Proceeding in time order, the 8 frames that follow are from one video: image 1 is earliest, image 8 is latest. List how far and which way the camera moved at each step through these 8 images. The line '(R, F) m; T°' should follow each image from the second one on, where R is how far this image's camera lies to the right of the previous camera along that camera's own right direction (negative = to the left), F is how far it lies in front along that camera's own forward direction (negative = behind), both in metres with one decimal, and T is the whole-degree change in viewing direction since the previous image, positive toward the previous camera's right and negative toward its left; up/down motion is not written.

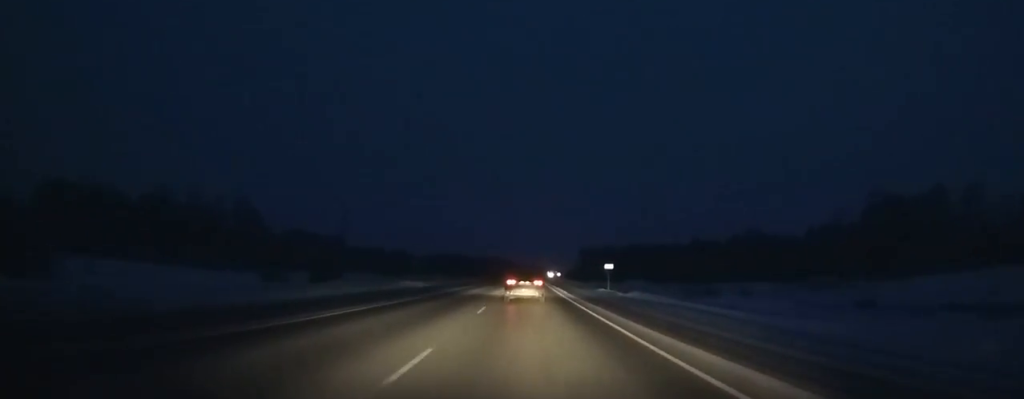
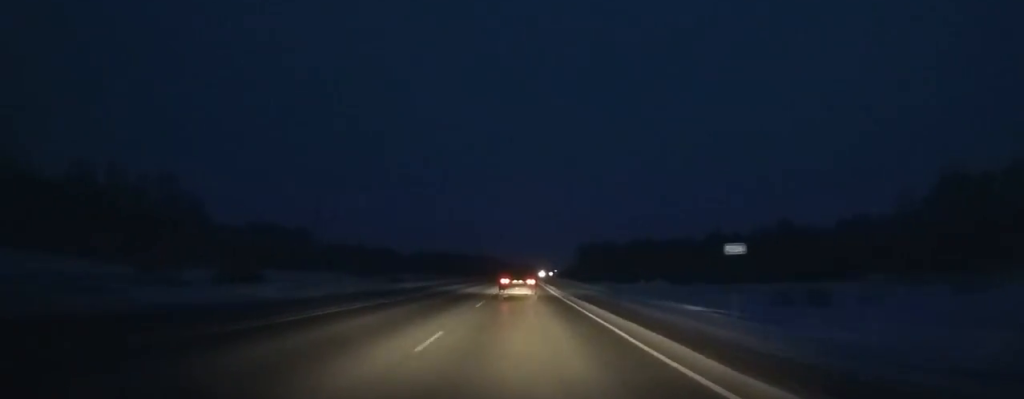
(+0.1, +33.1) m; 0°
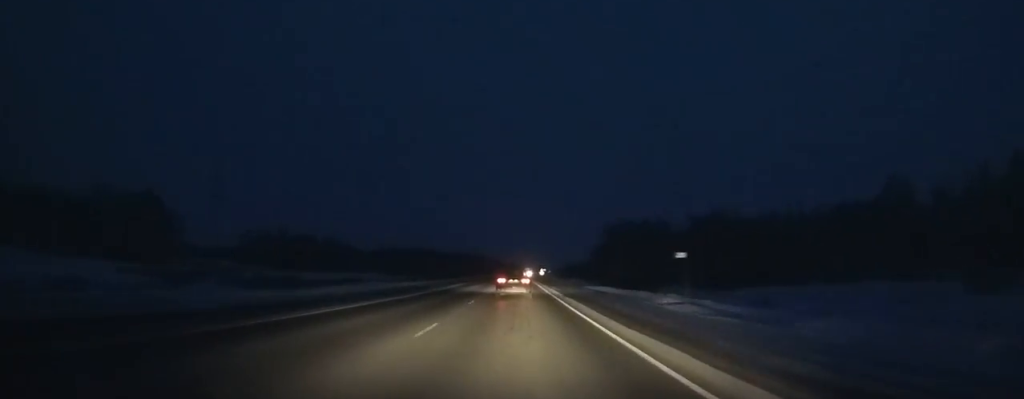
(+0.9, +103.2) m; +1°
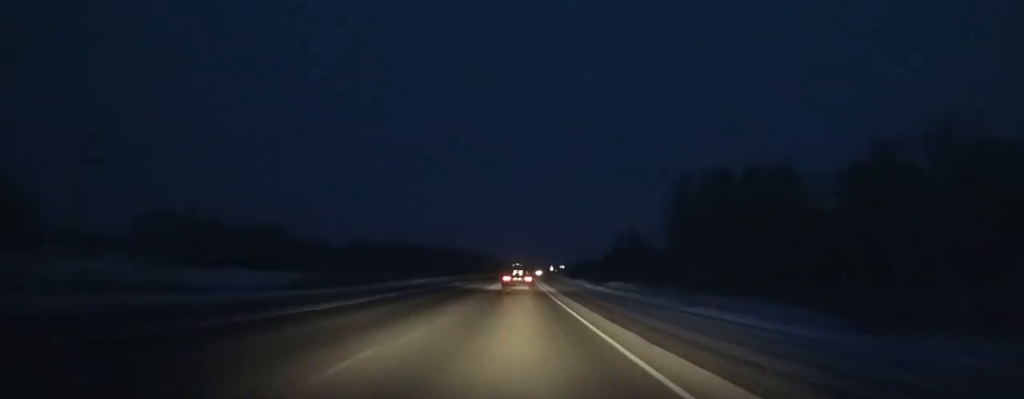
(0.0, +73.8) m; 0°
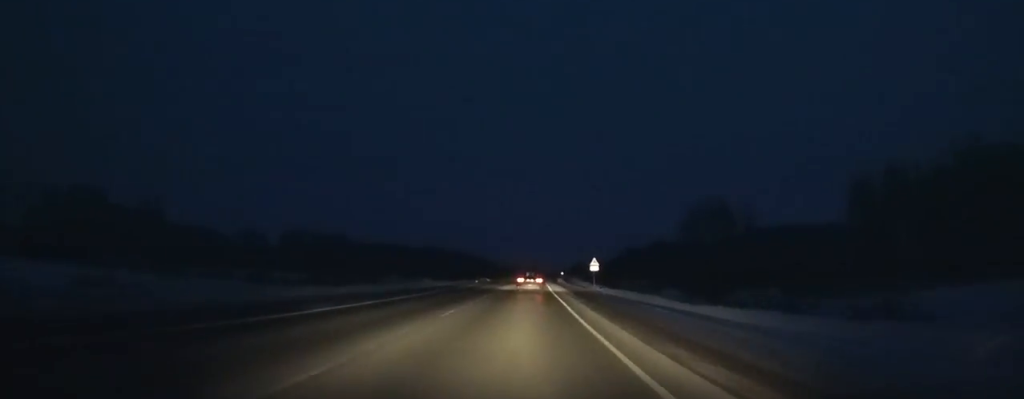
(+0.9, +98.0) m; +1°
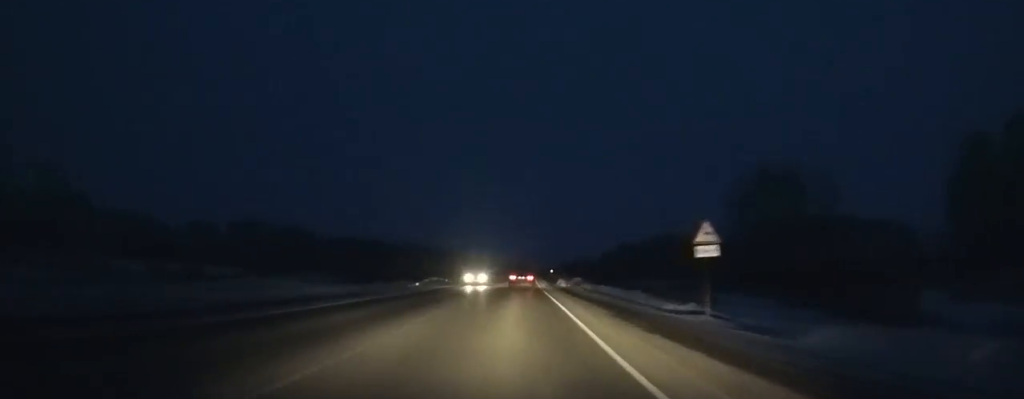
(+0.1, +36.5) m; 0°
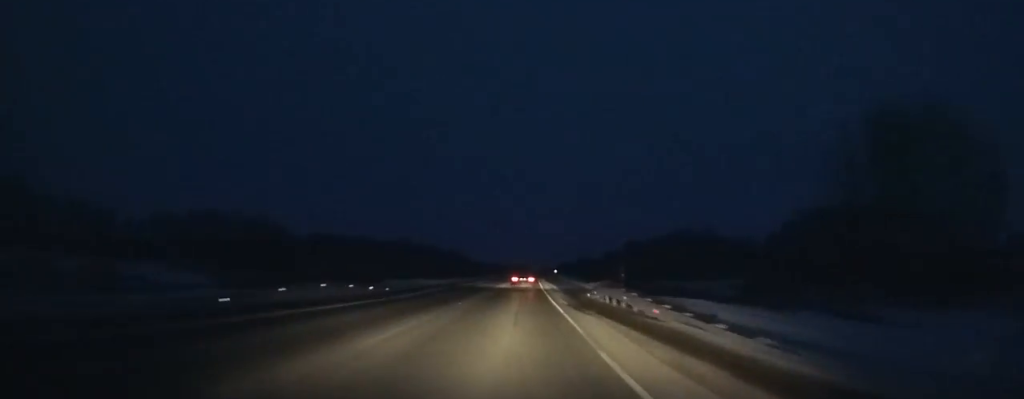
(+0.1, +30.8) m; 0°
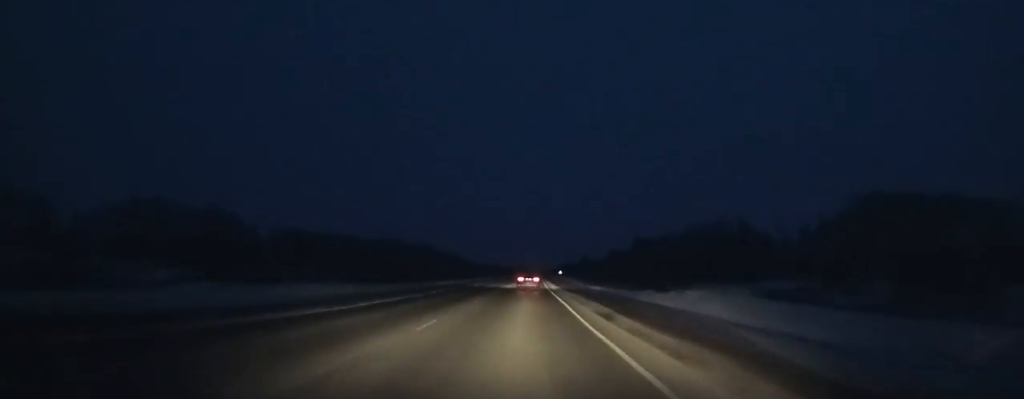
(+0.1, +33.2) m; 0°
